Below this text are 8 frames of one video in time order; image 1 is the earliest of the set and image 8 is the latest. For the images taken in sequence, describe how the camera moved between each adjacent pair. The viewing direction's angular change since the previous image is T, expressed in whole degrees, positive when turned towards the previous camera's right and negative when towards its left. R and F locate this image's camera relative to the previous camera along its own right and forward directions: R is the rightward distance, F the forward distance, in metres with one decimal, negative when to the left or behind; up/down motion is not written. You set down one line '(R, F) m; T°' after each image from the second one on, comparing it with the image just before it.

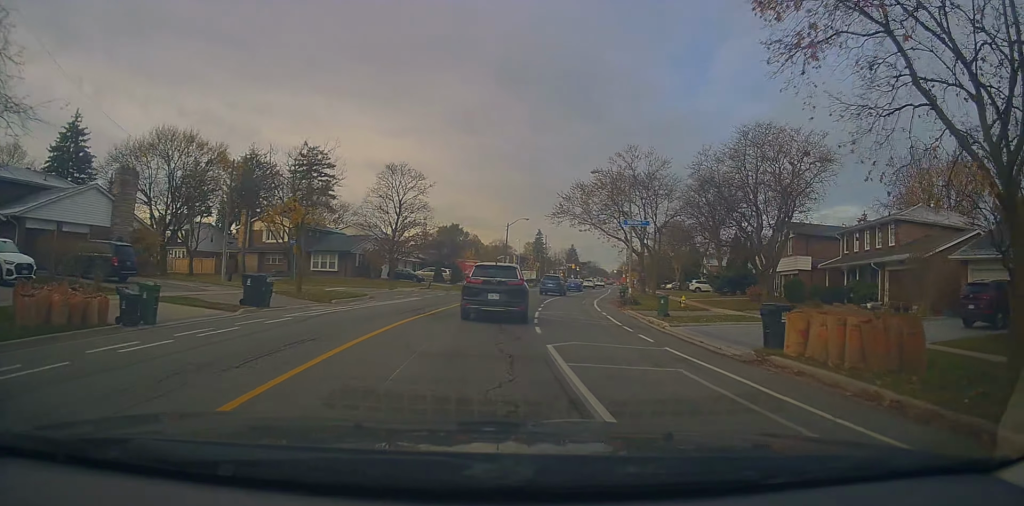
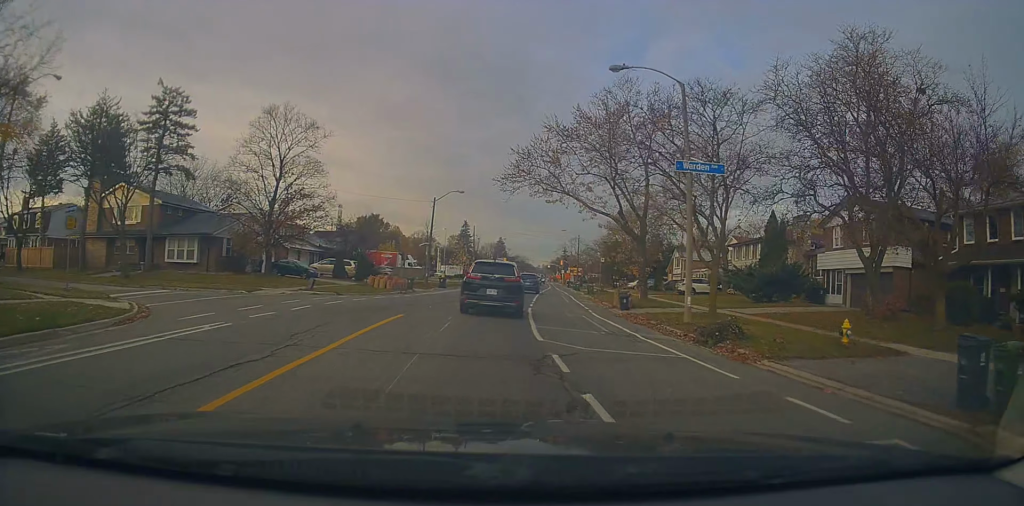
(+0.9, +18.6) m; +6°
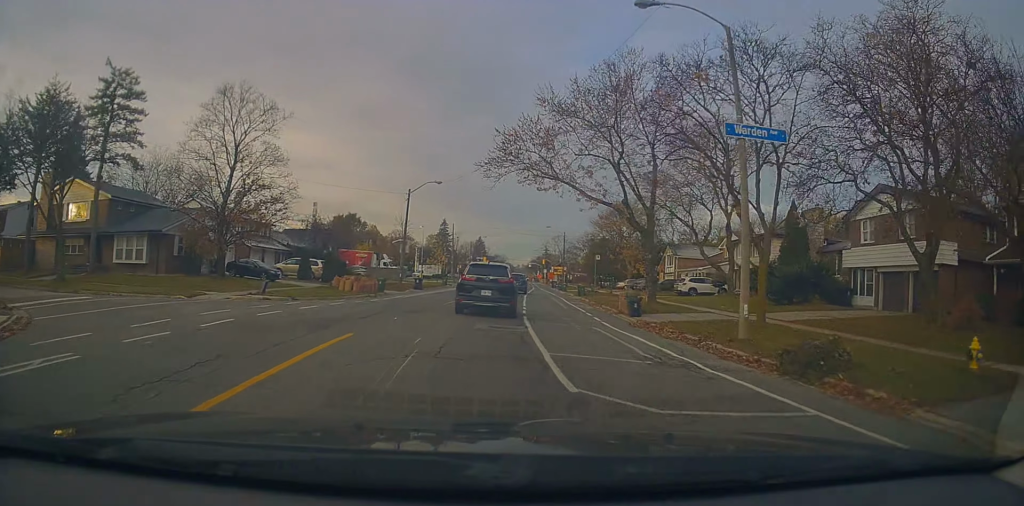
(+0.1, +5.2) m; +2°
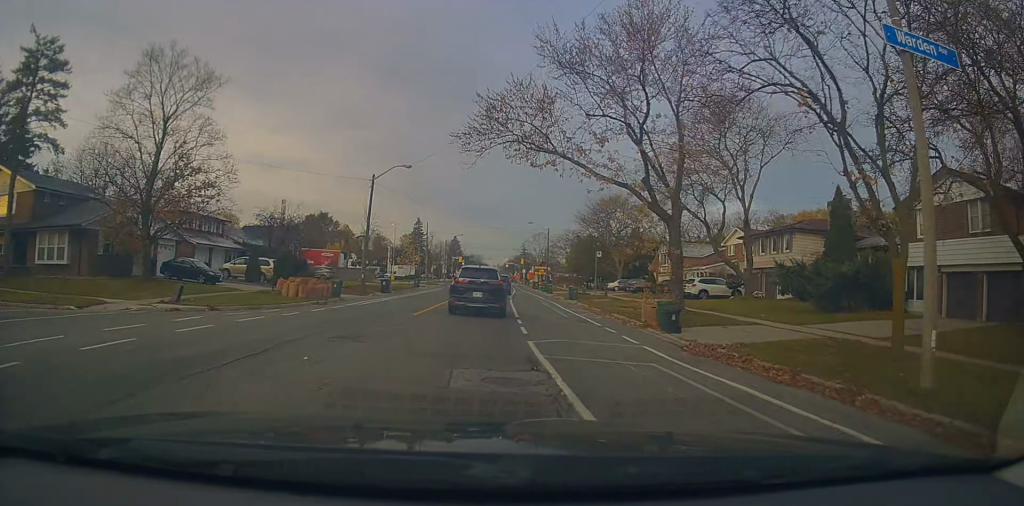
(+0.2, +6.7) m; +3°
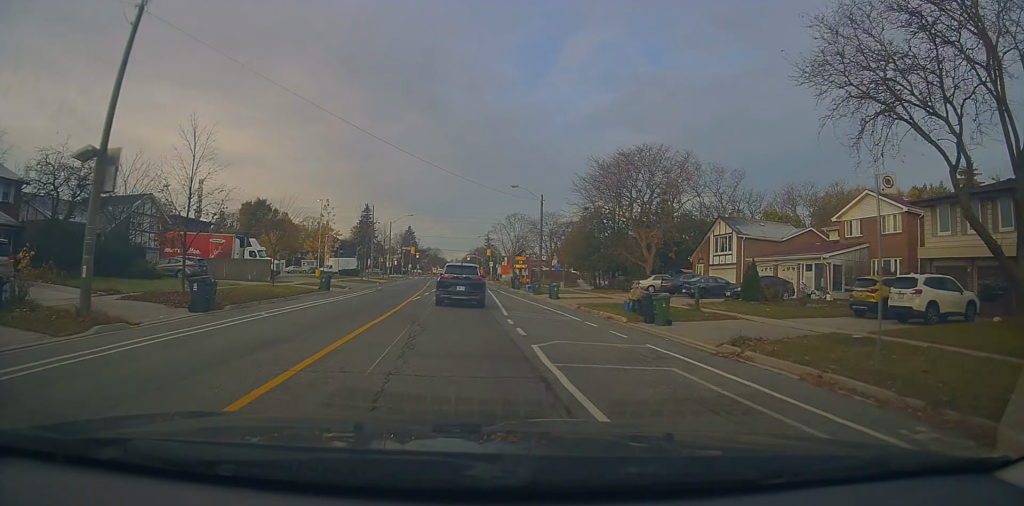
(+2.6, +24.5) m; +6°
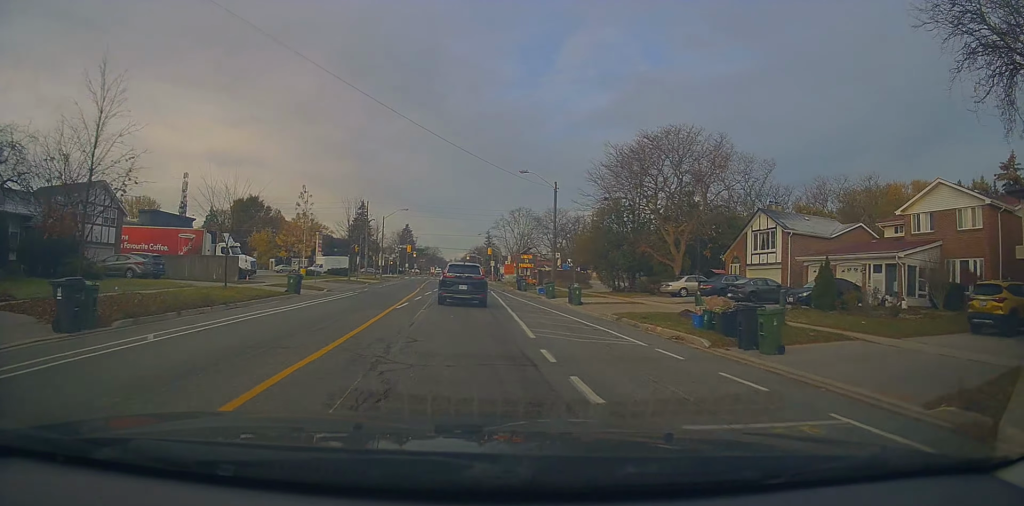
(-0.4, +6.3) m; +1°
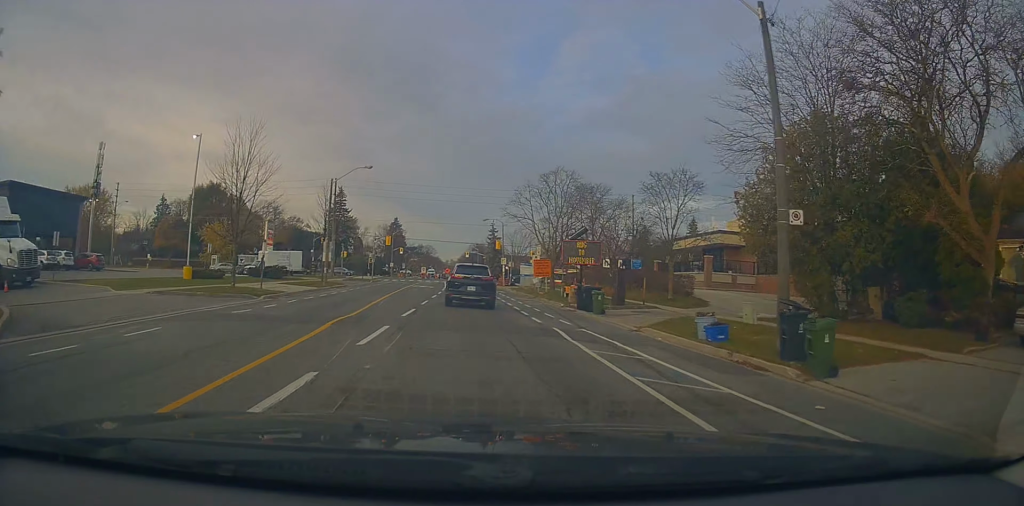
(+0.9, +27.5) m; +4°
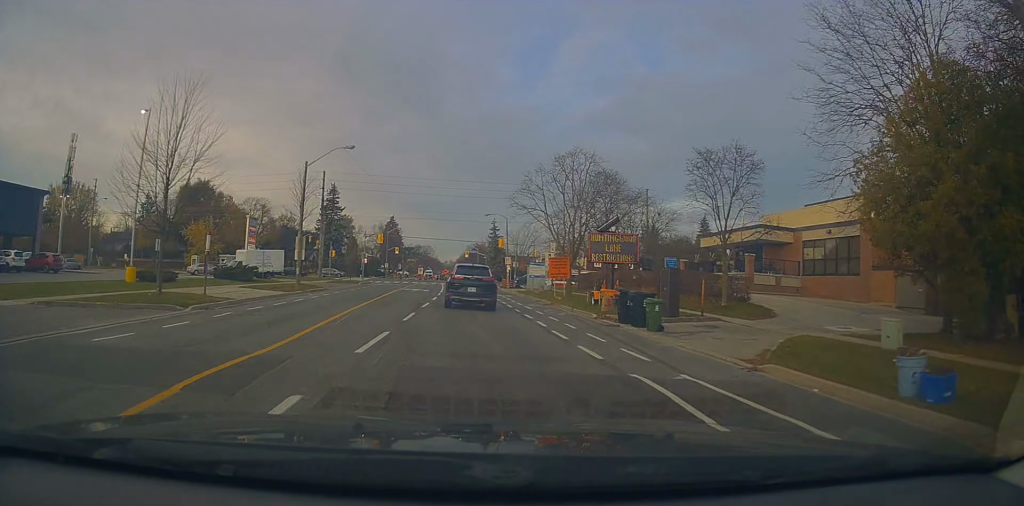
(-0.3, +6.8) m; 0°
